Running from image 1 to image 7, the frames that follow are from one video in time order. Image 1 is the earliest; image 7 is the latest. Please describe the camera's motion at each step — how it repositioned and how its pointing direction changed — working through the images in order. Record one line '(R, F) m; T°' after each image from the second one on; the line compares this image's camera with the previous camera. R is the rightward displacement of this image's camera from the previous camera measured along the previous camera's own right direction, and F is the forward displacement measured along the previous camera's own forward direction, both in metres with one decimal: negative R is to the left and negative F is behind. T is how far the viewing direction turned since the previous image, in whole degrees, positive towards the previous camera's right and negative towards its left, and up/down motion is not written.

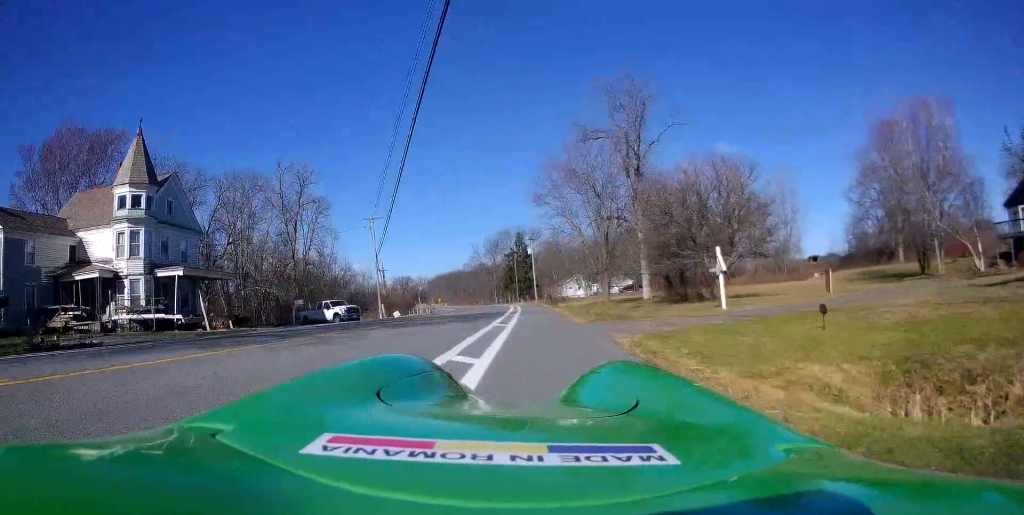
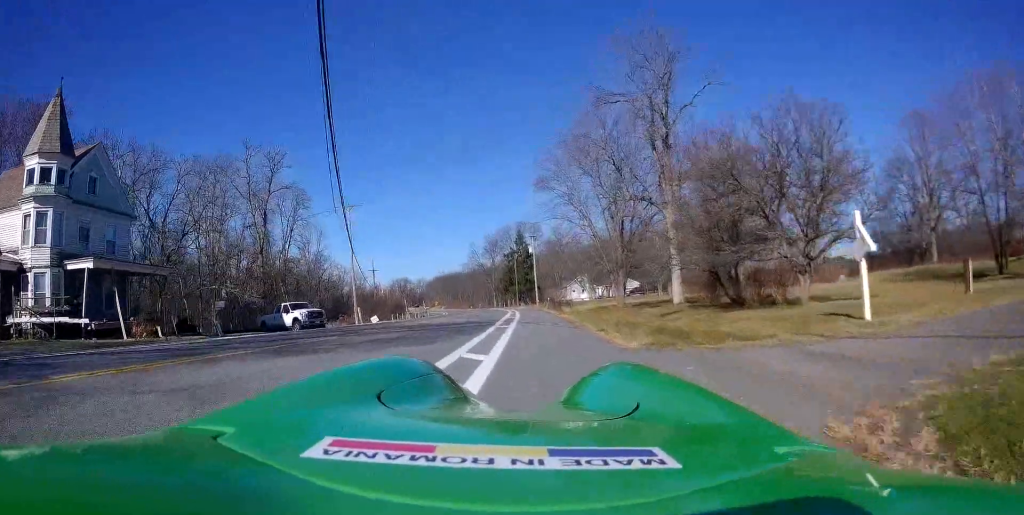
(+0.2, +8.1) m; +1°
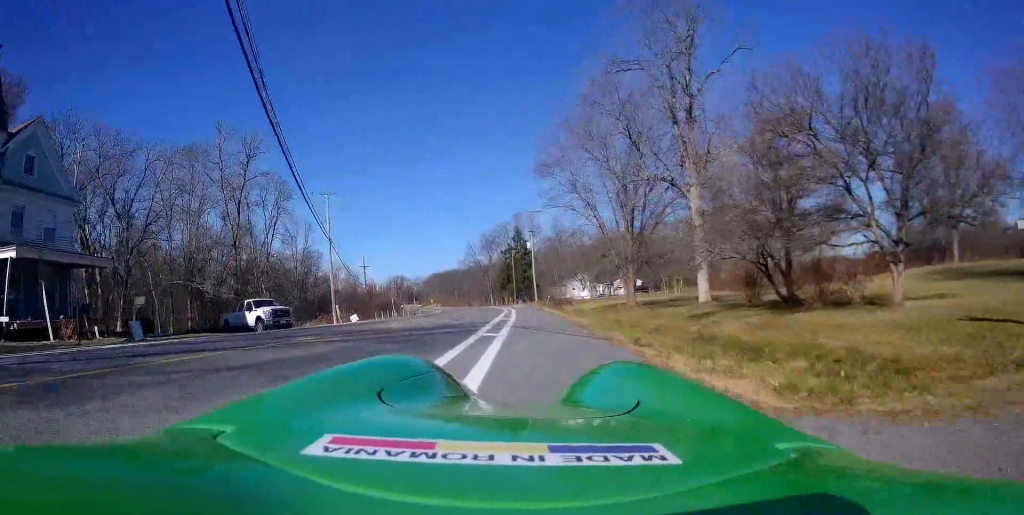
(0.0, +5.3) m; 0°
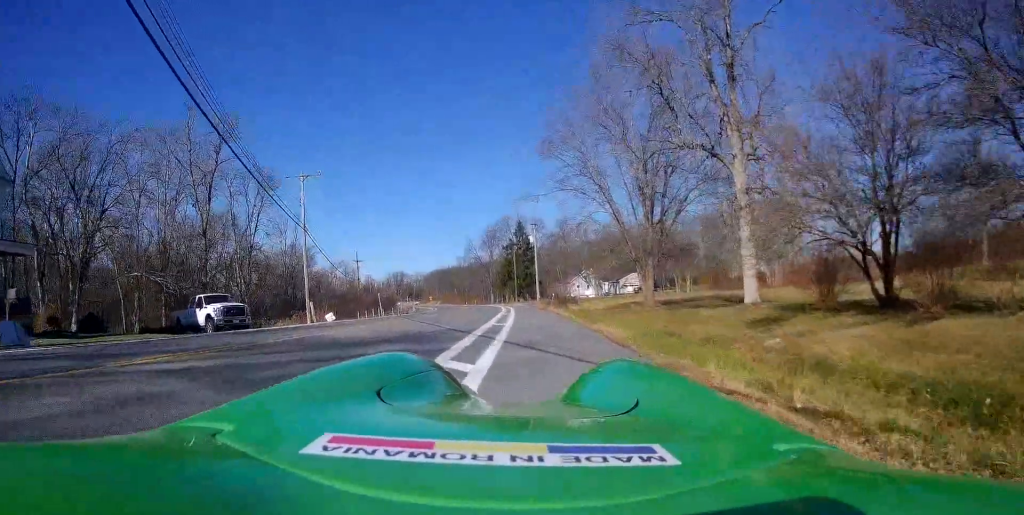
(0.0, +6.0) m; 0°
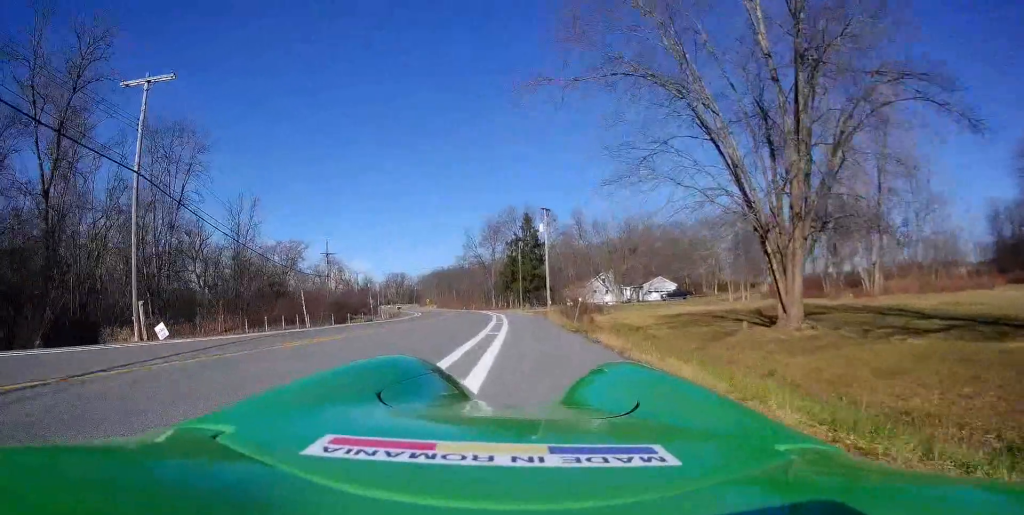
(+0.7, +19.1) m; +3°
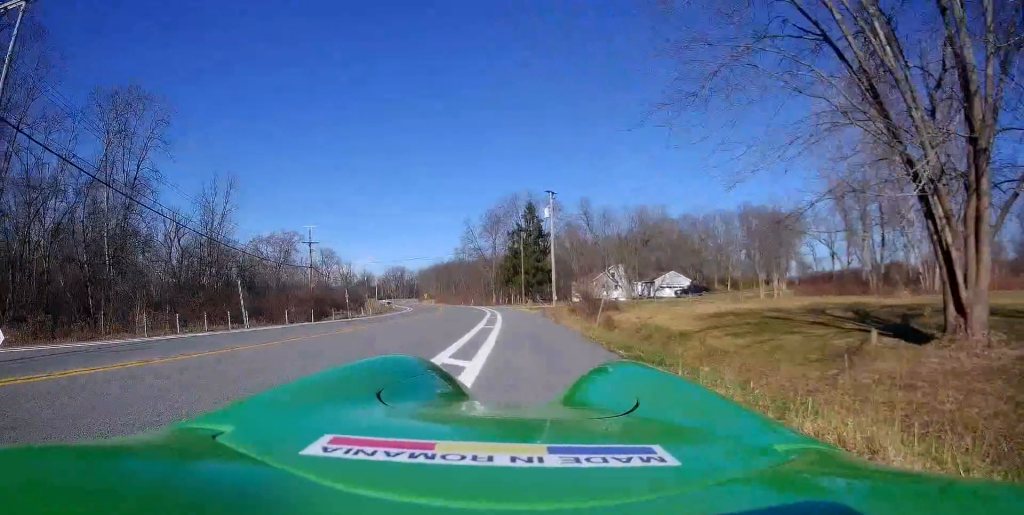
(-0.4, +7.8) m; -3°
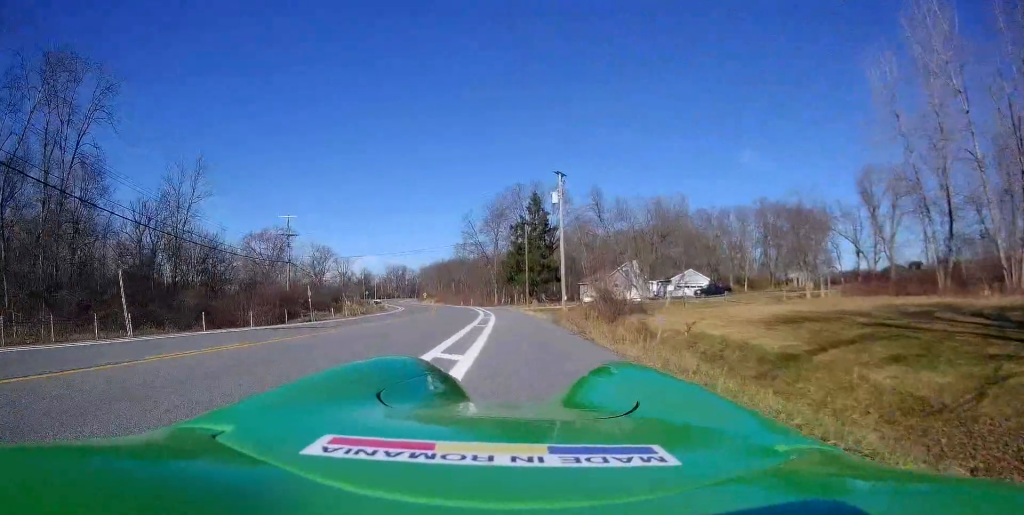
(0.0, +8.8) m; -4°
